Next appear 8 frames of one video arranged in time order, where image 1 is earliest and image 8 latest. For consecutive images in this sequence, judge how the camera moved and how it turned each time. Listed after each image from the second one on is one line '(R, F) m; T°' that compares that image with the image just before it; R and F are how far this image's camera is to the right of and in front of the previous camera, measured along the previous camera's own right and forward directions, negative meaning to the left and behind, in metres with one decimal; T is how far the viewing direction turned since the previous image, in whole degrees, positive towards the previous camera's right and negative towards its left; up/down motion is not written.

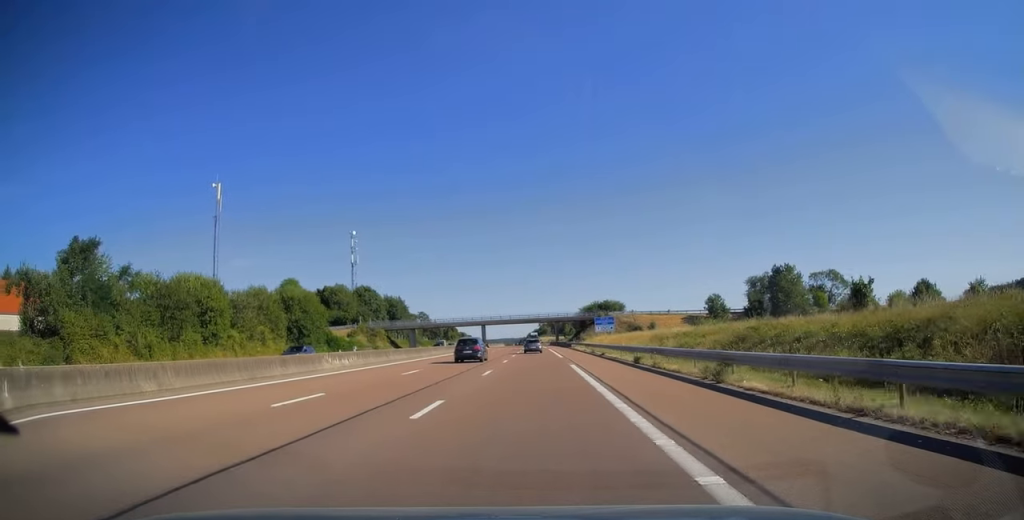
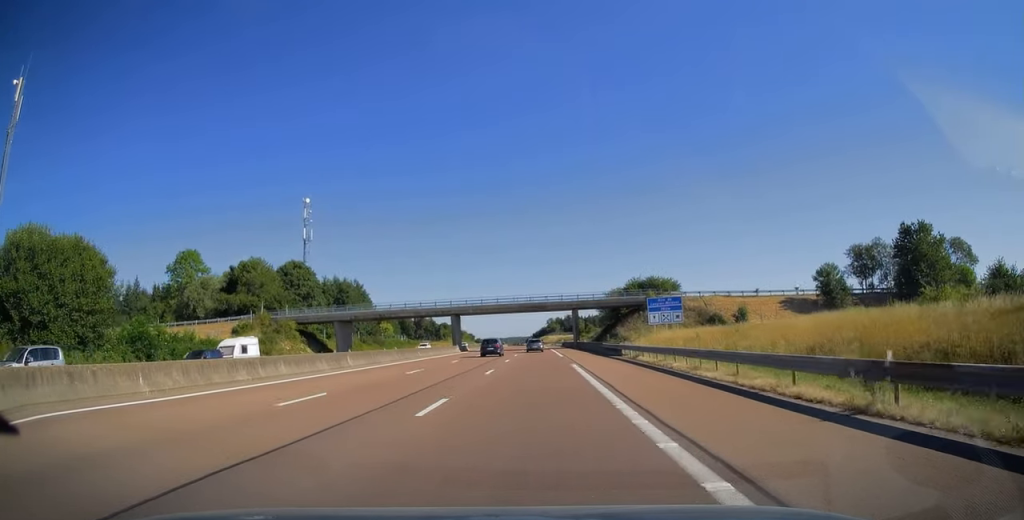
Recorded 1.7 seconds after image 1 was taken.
(-0.2, +51.7) m; -1°
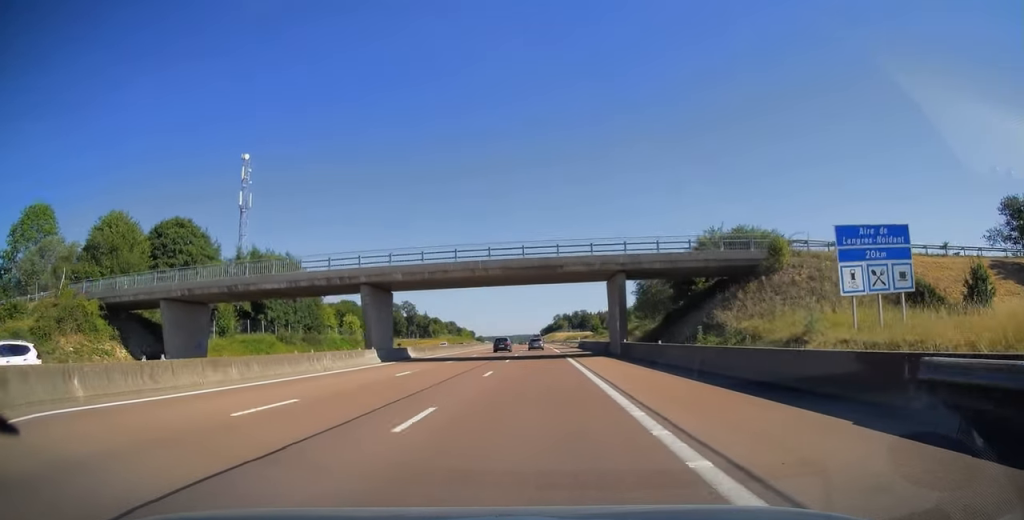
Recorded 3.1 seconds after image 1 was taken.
(-0.3, +41.0) m; -1°
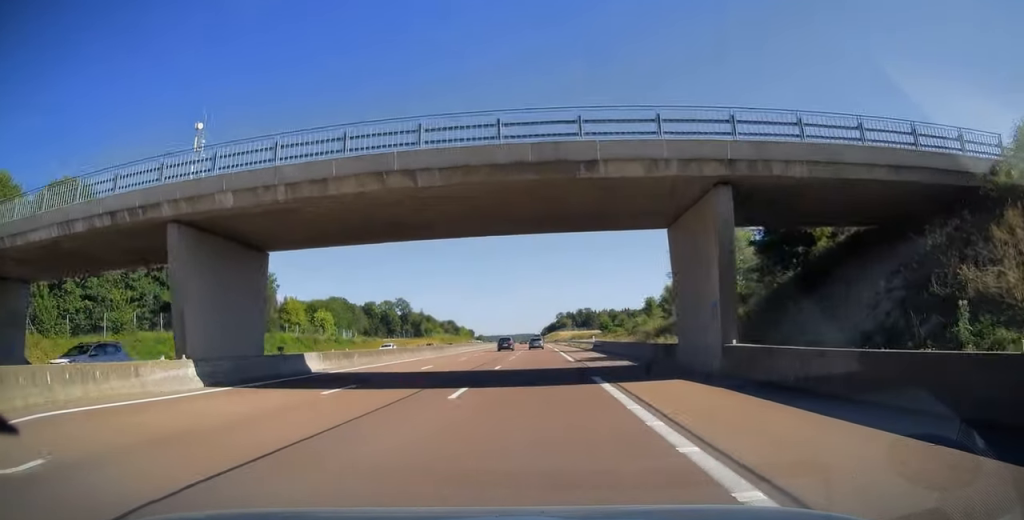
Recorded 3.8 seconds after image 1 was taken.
(0.0, +21.3) m; 0°
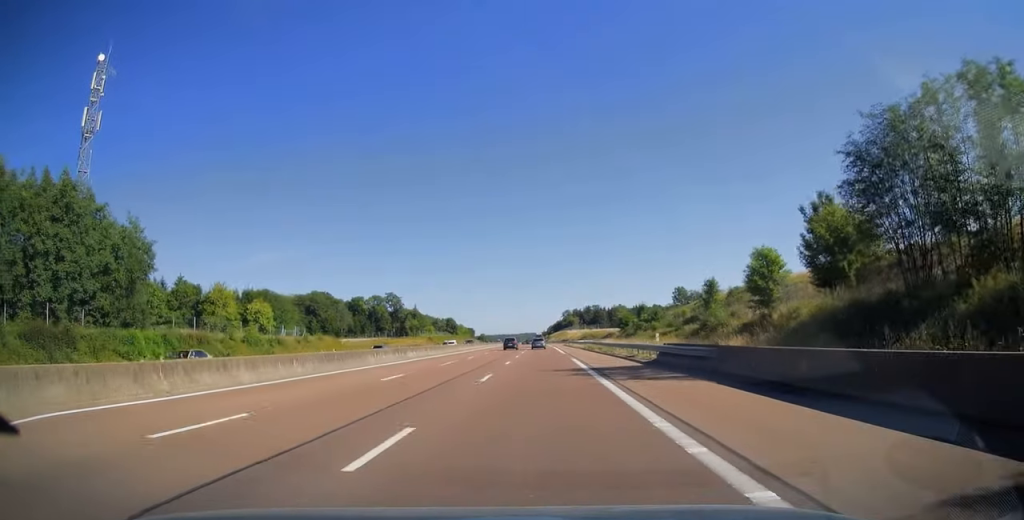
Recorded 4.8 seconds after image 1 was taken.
(-0.2, +33.6) m; 0°
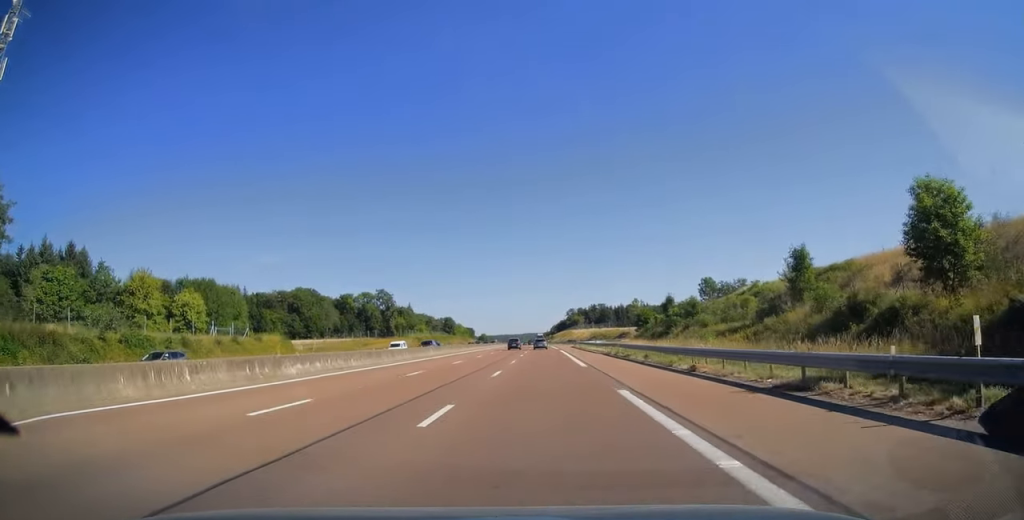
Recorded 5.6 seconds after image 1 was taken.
(0.0, +23.0) m; 0°
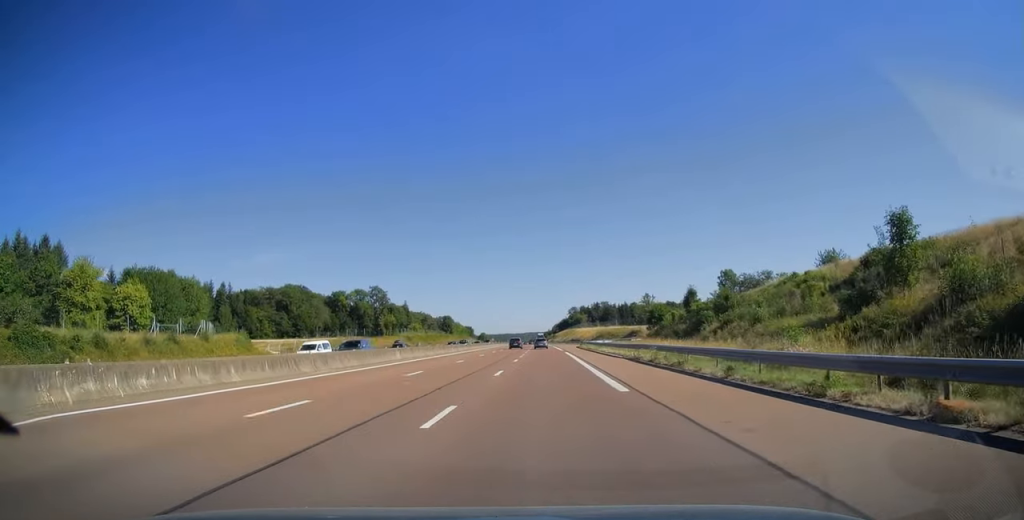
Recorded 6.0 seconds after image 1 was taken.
(0.0, +13.3) m; 0°
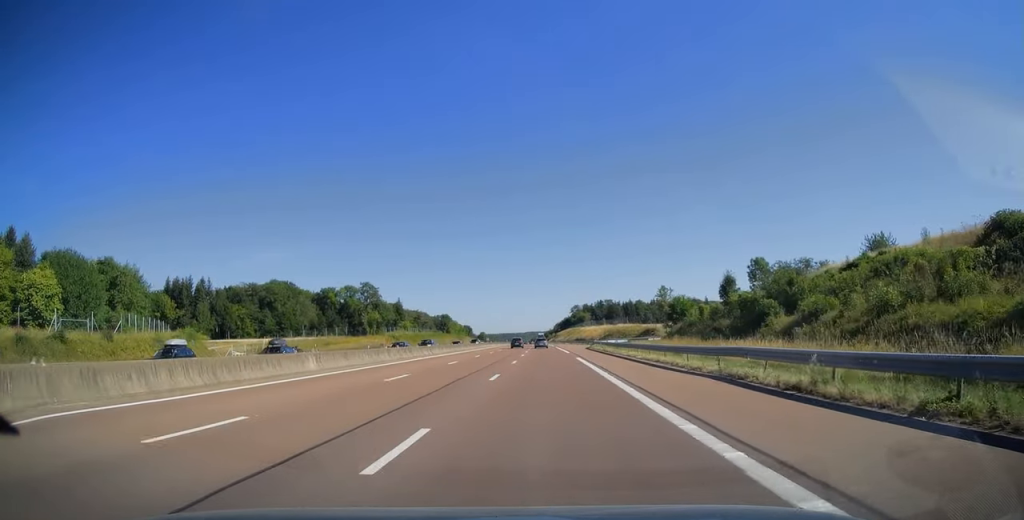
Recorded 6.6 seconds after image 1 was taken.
(-0.1, +16.3) m; 0°
